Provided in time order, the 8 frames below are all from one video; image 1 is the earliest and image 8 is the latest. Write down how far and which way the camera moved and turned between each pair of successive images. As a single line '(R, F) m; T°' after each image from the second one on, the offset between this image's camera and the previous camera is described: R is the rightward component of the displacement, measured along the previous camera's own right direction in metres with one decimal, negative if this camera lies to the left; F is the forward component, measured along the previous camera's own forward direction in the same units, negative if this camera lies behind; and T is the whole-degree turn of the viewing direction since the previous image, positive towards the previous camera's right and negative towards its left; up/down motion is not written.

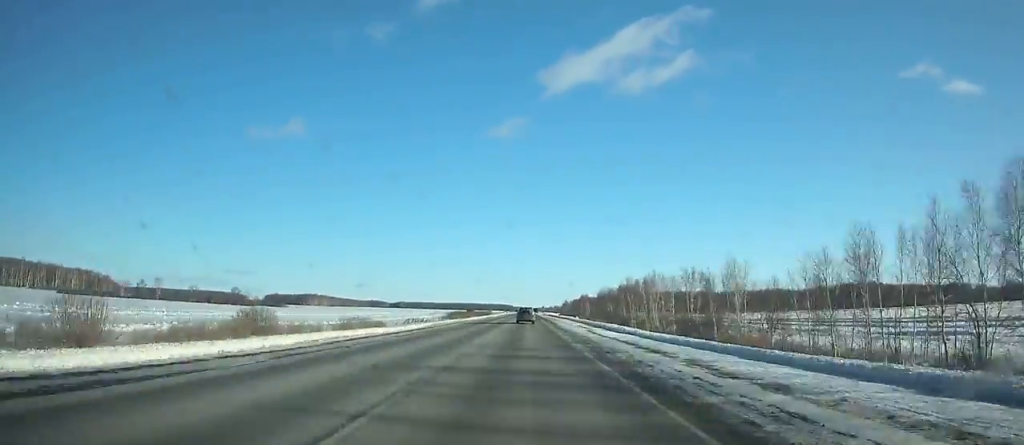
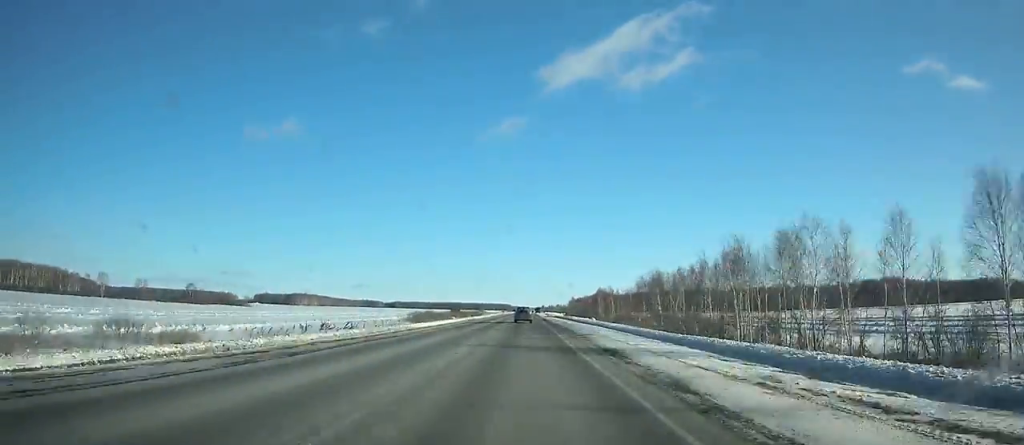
(+0.1, +48.7) m; 0°
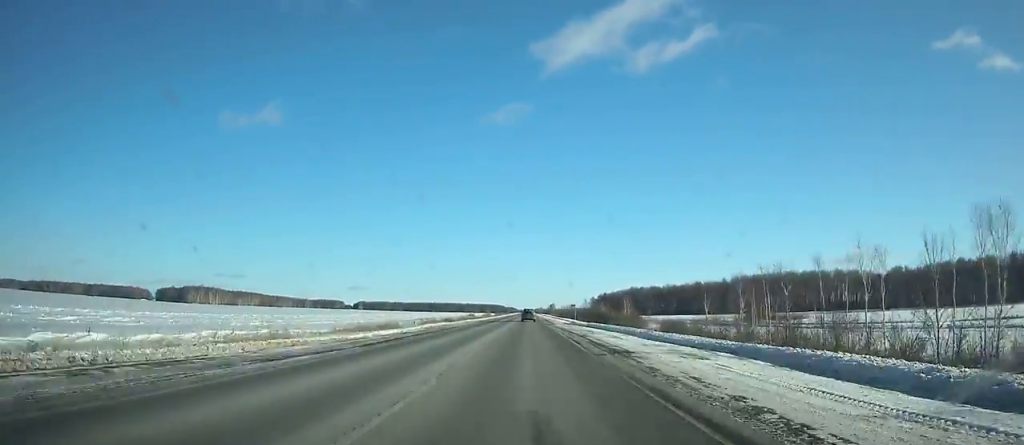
(-0.3, +334.4) m; 0°
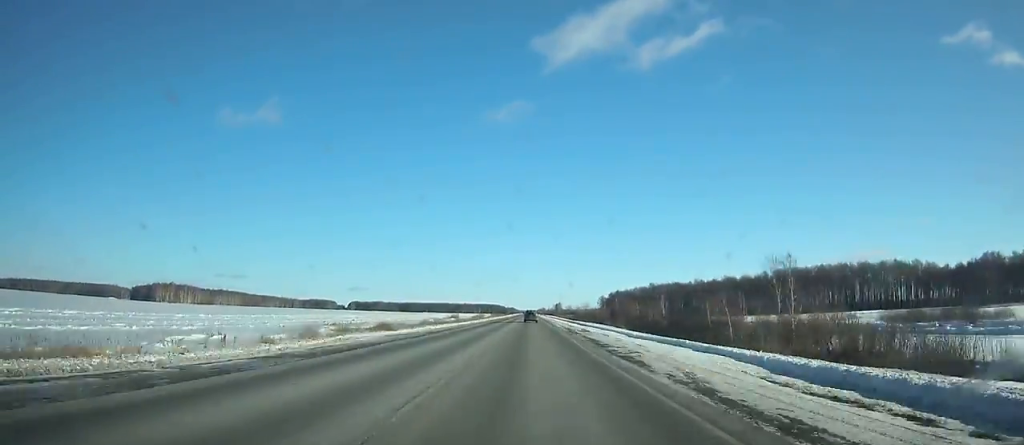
(+0.1, +67.9) m; 0°
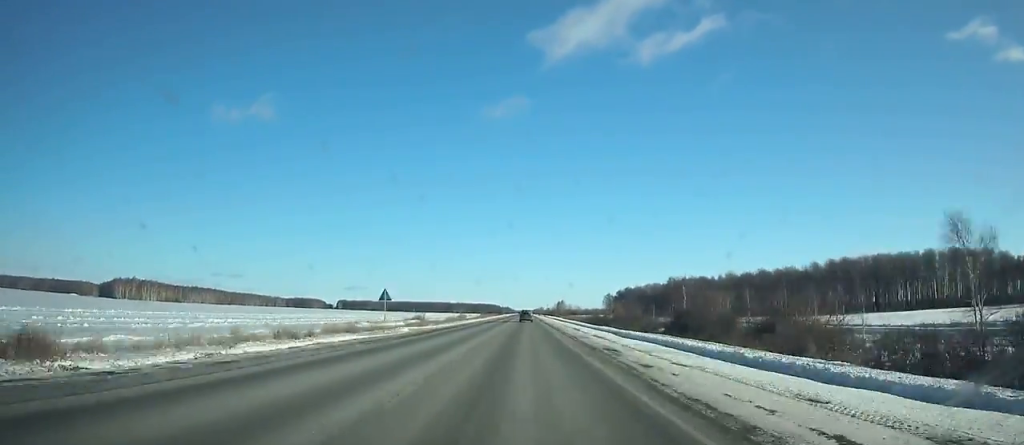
(0.0, +65.5) m; 0°
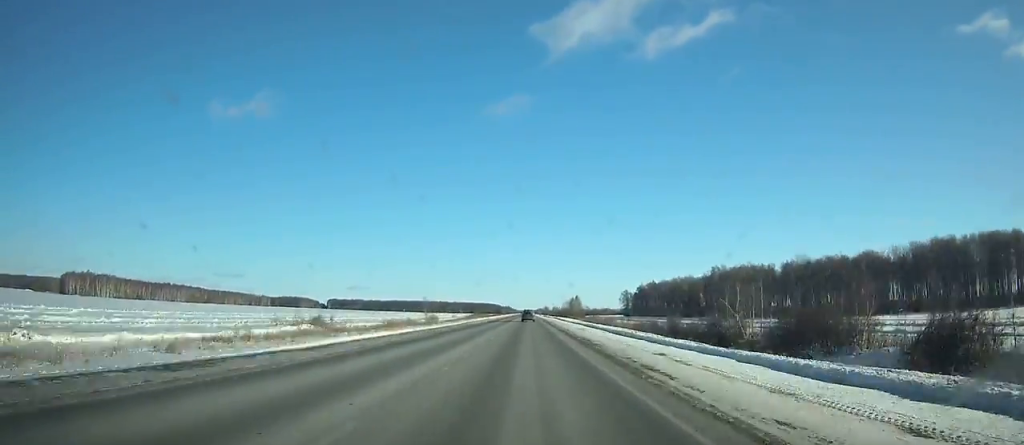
(0.0, +77.5) m; 0°
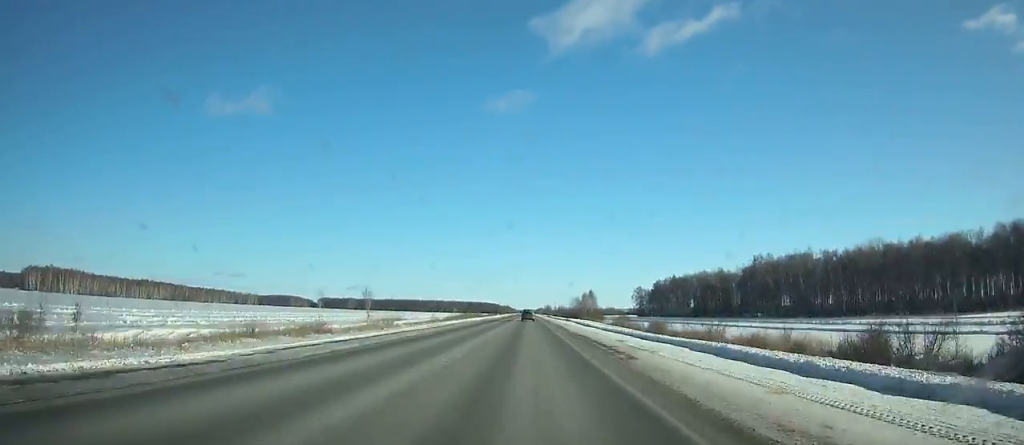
(0.0, +49.6) m; 0°
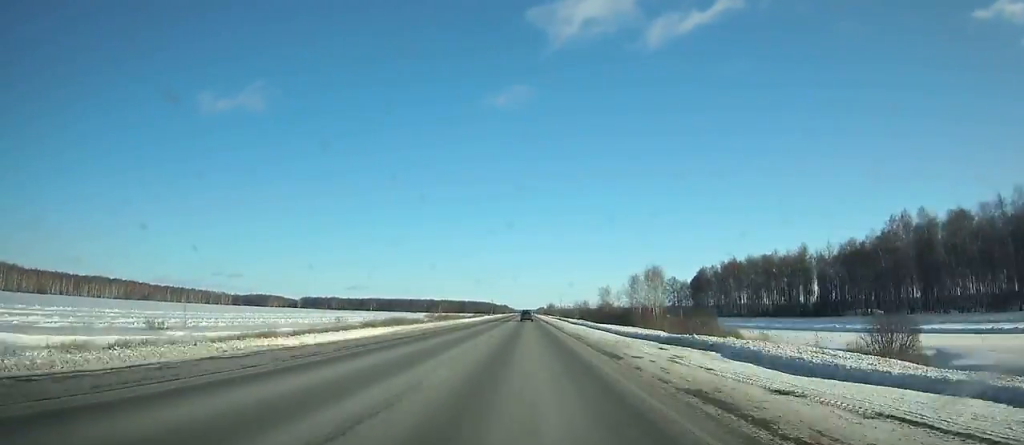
(0.0, +85.4) m; 0°
